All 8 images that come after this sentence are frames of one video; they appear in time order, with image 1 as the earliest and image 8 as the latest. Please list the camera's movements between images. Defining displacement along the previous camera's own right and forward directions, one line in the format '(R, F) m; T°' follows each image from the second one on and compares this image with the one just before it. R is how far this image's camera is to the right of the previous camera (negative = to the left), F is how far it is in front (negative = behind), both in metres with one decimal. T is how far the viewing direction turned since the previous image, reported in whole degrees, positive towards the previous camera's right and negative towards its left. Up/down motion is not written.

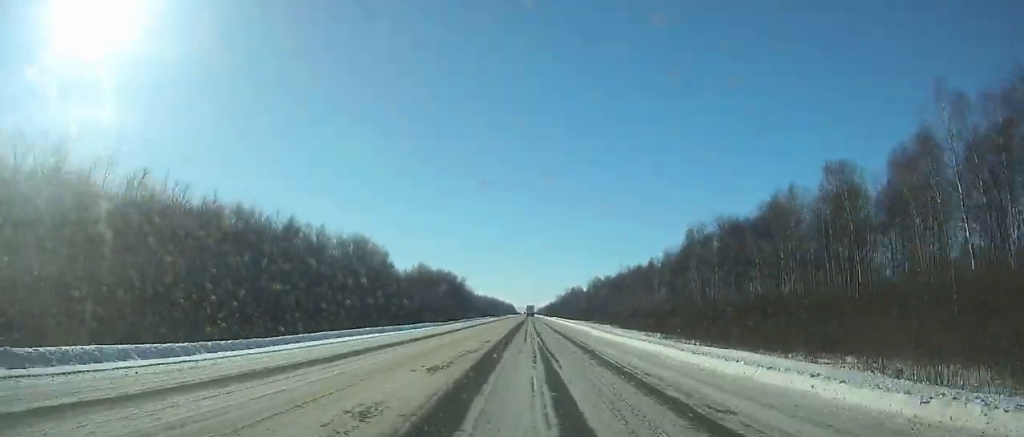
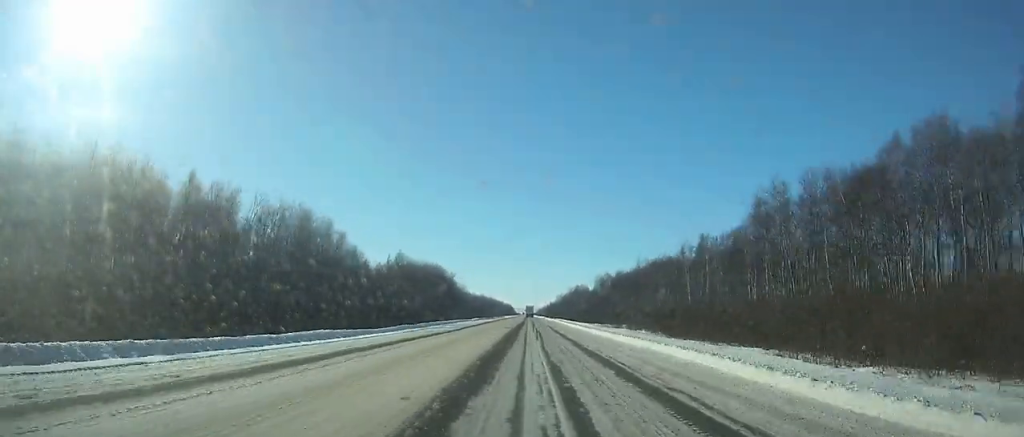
(+0.1, +31.5) m; 0°
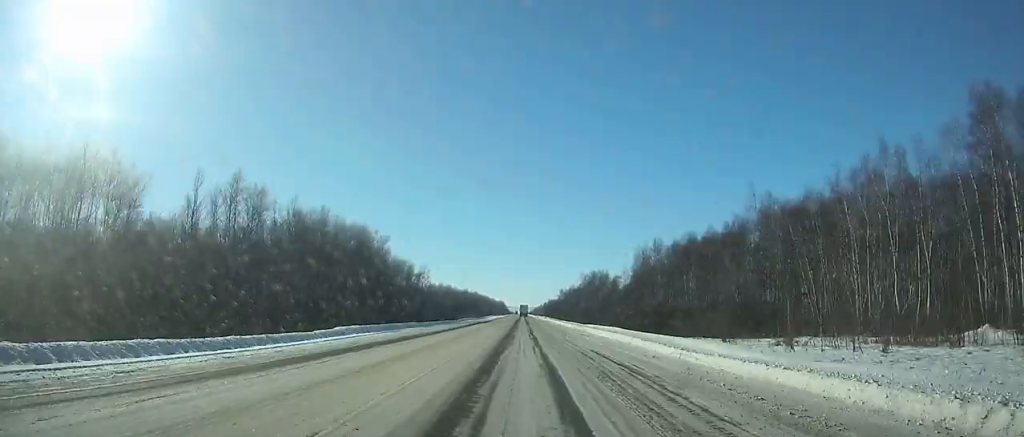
(0.0, +88.9) m; 0°
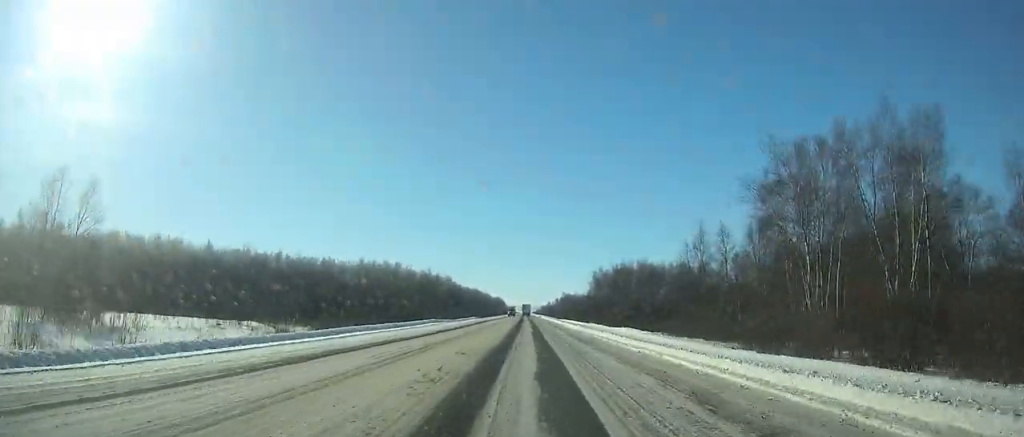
(-0.3, +158.2) m; 0°
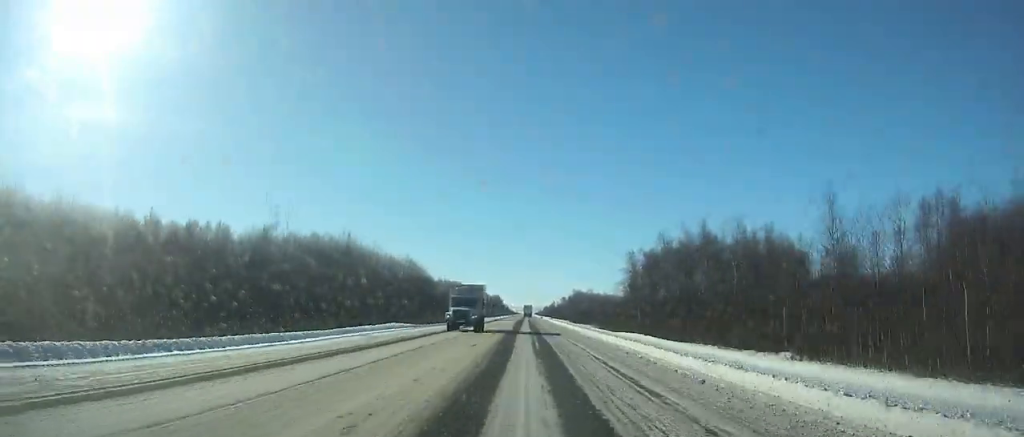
(0.0, +74.2) m; 0°
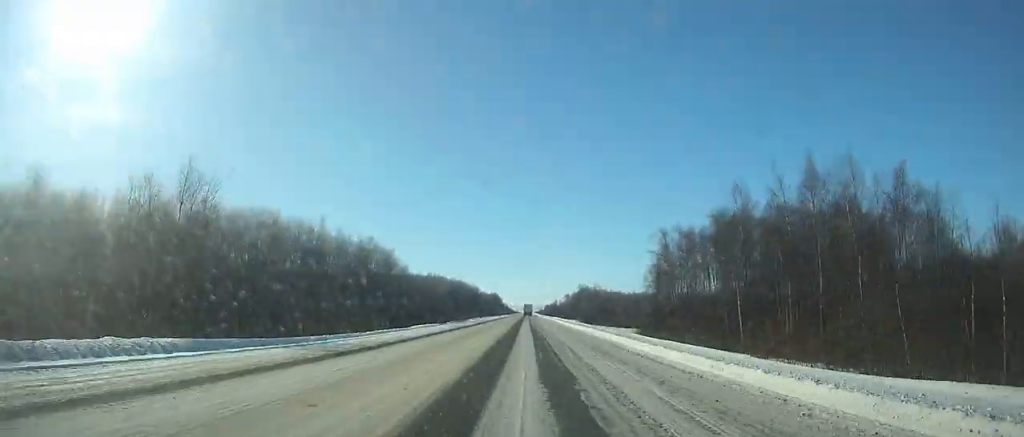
(0.0, +35.4) m; 0°
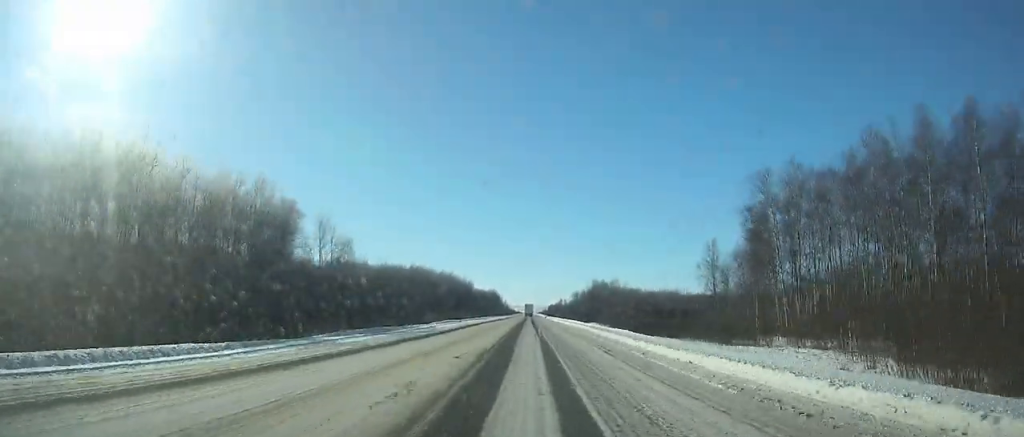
(0.0, +47.8) m; 0°
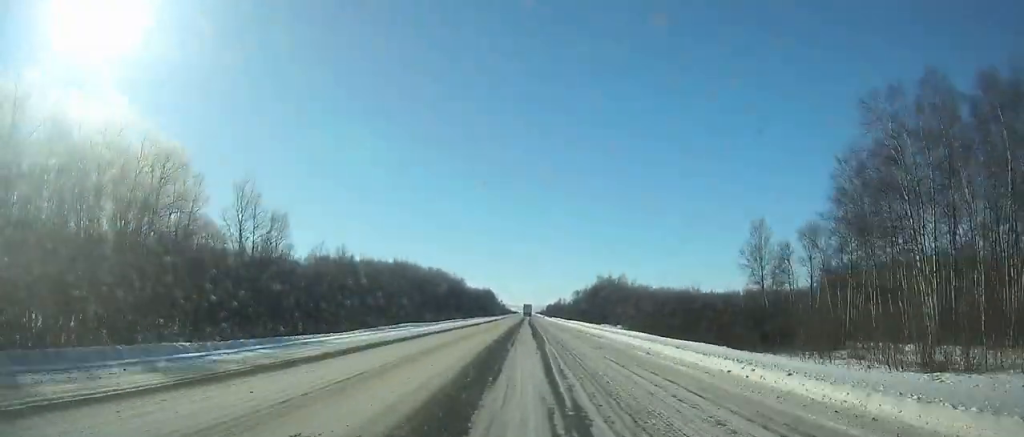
(+0.1, +25.5) m; 0°
